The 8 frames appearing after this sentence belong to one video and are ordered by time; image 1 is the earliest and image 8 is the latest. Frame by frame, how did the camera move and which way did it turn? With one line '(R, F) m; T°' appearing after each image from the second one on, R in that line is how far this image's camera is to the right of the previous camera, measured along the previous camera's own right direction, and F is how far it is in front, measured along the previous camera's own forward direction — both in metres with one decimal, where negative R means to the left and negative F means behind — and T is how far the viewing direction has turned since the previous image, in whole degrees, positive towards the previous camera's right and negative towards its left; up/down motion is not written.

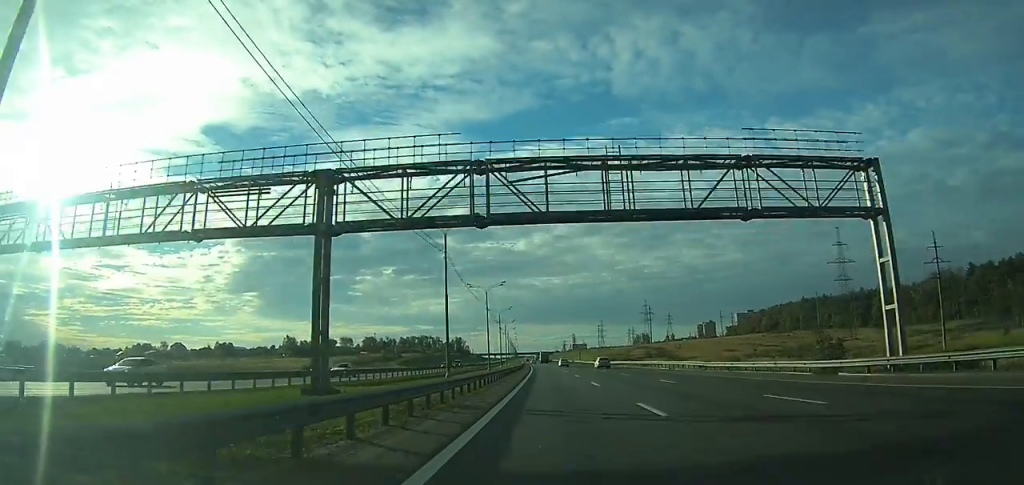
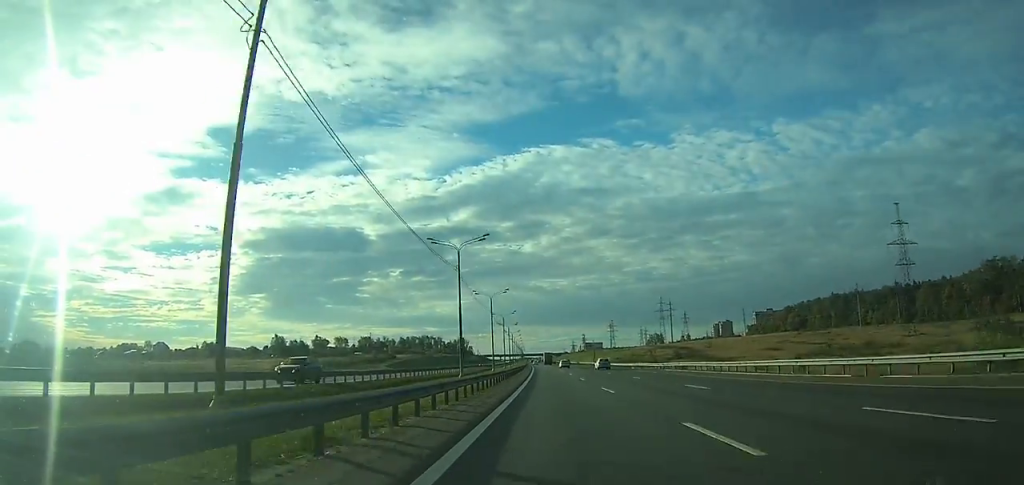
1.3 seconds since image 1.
(-0.3, +37.6) m; -1°
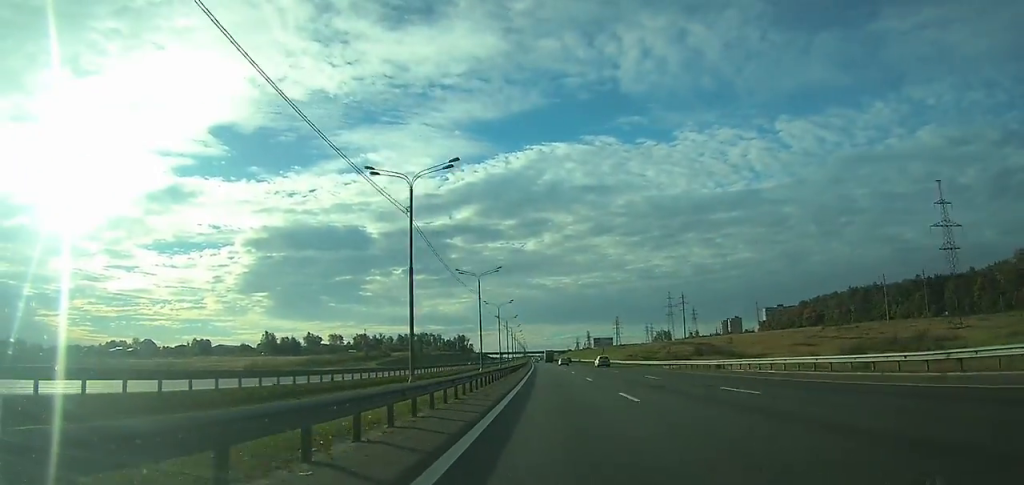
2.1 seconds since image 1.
(0.0, +23.3) m; 0°
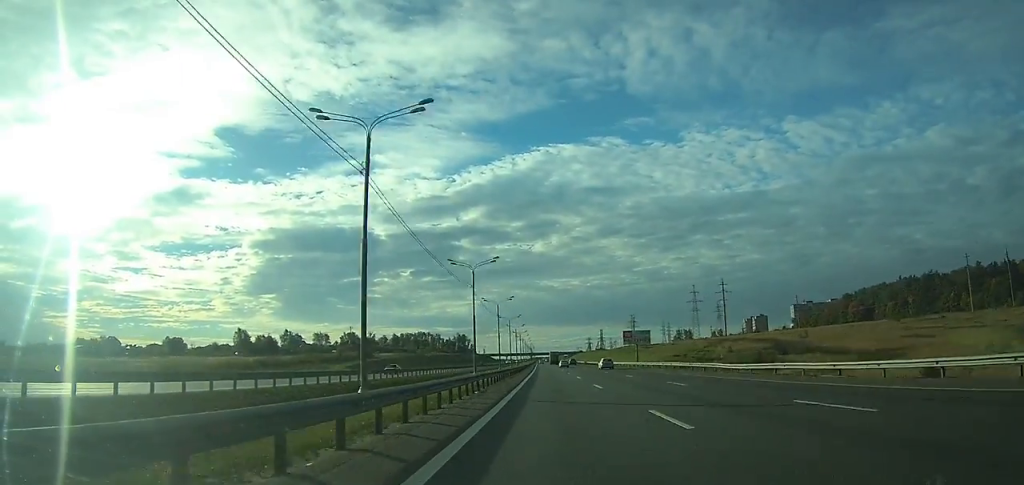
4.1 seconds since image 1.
(-0.4, +57.7) m; -1°
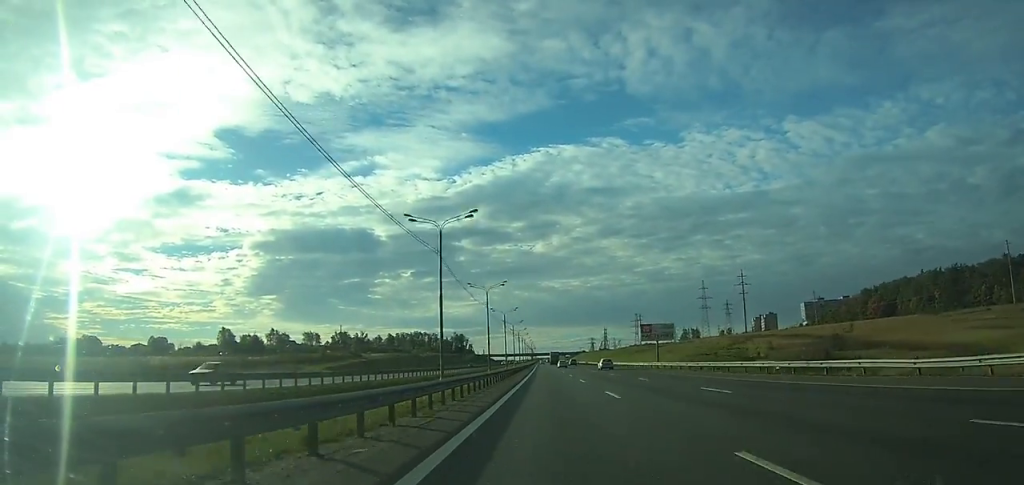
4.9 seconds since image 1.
(-0.1, +23.7) m; 0°
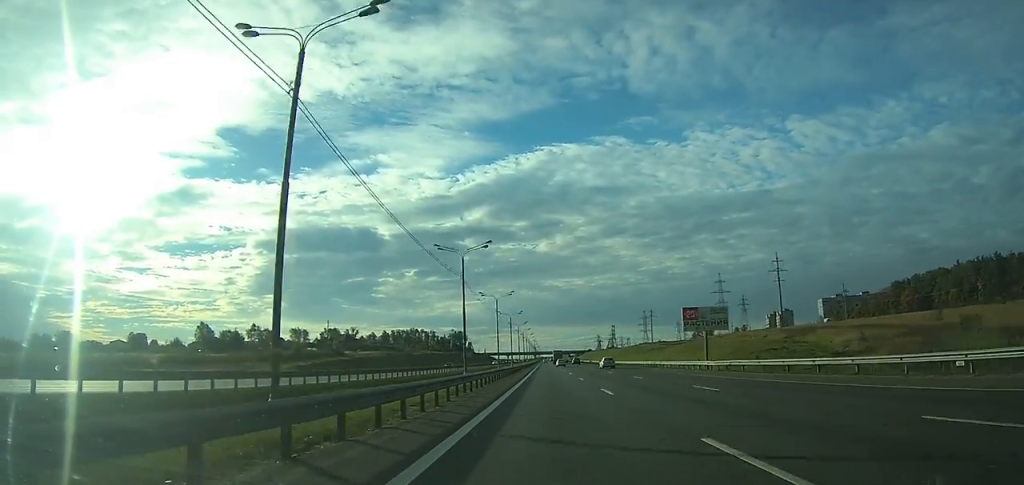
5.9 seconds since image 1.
(-0.1, +30.5) m; 0°
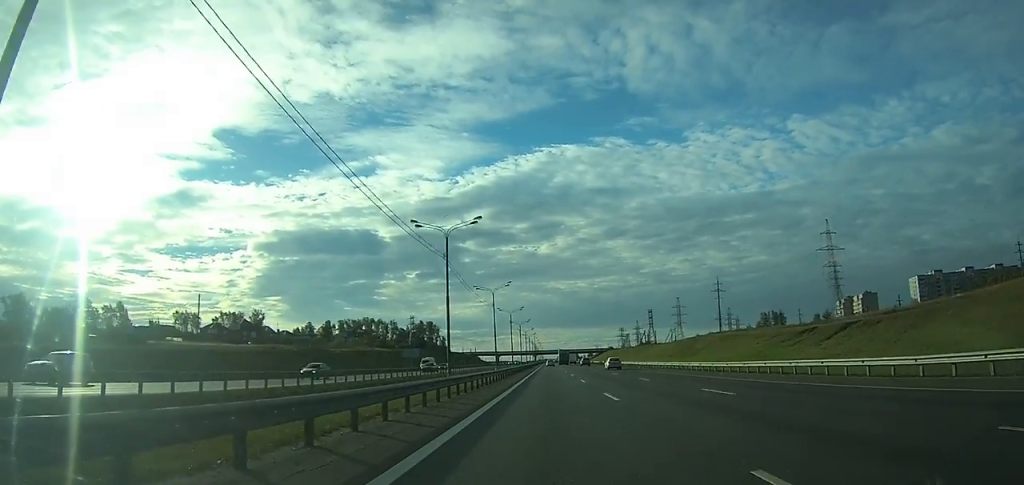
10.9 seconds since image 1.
(-1.3, +147.3) m; -1°
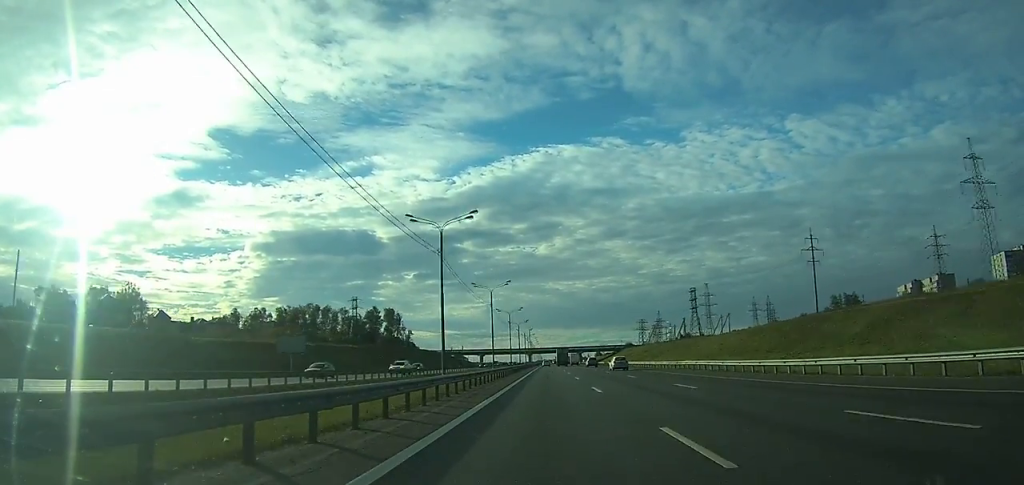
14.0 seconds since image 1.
(+0.2, +86.2) m; 0°
